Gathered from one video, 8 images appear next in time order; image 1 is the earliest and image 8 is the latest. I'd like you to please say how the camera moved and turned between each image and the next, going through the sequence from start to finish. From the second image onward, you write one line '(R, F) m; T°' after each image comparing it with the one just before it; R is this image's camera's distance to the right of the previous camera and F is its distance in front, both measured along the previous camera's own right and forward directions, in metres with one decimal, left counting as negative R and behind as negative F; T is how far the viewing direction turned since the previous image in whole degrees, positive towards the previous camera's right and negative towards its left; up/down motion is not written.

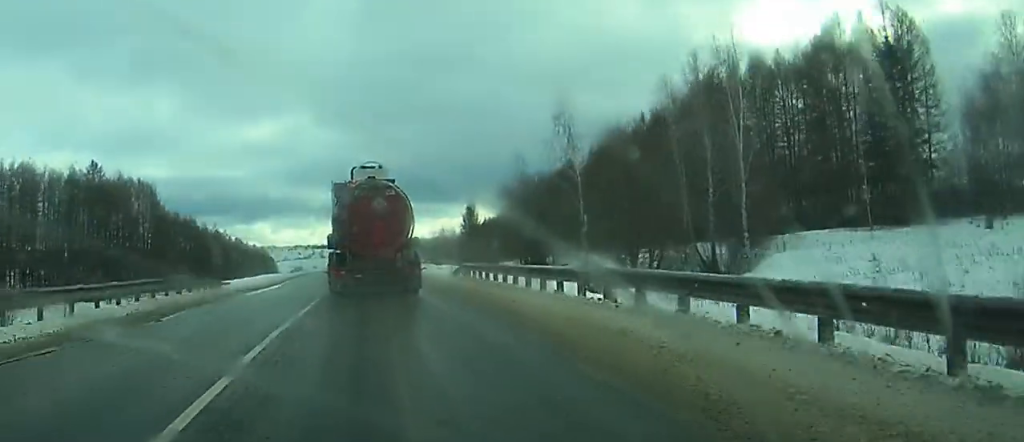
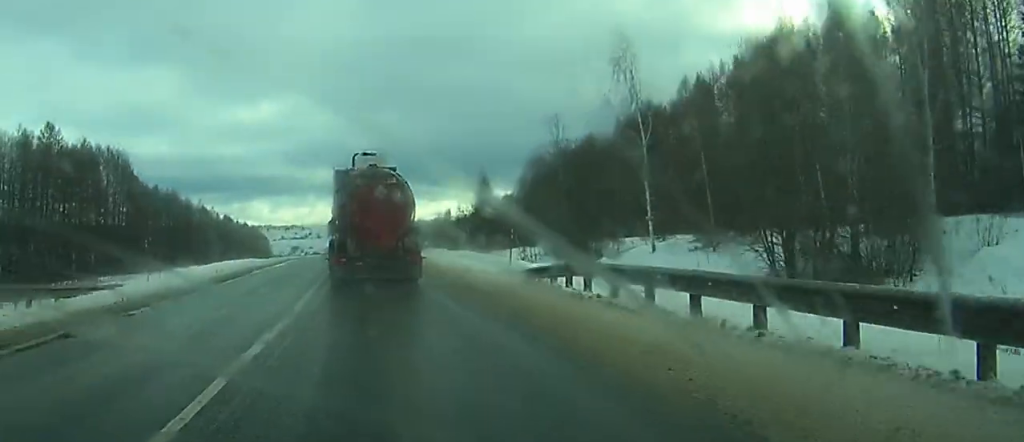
(0.0, +20.5) m; 0°
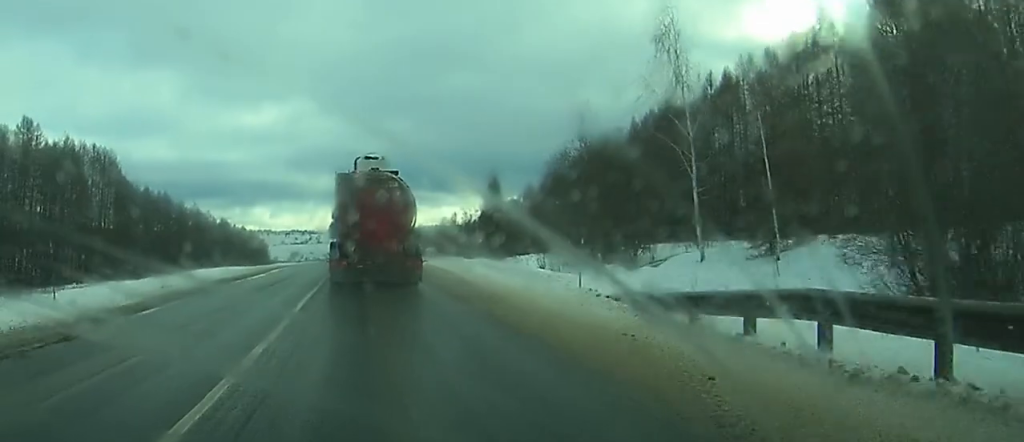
(0.0, +9.5) m; 0°
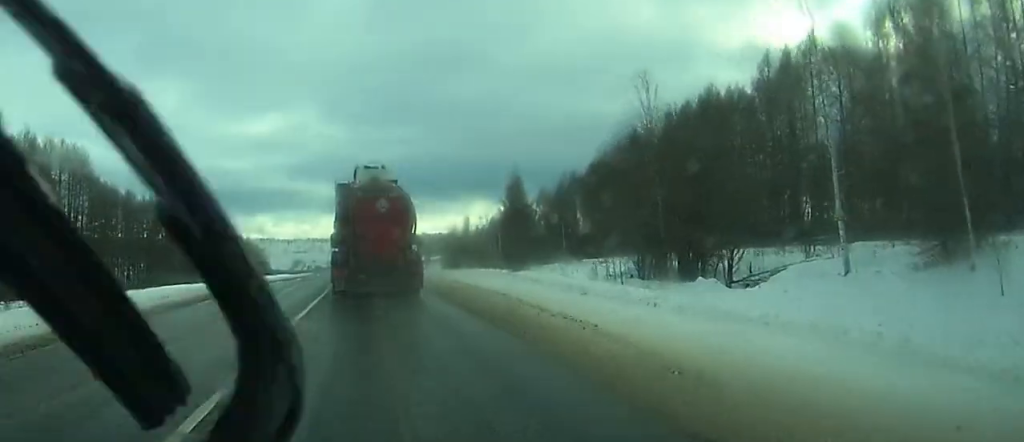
(0.0, +17.6) m; 0°
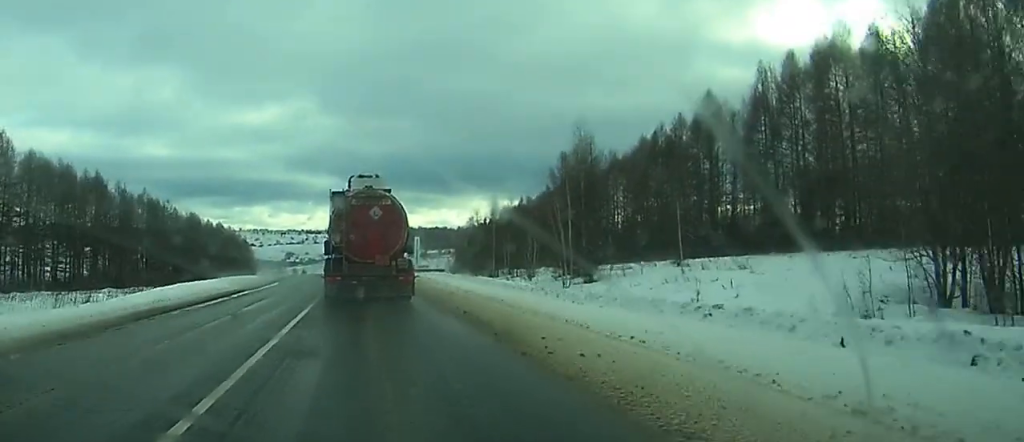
(0.0, +37.3) m; 0°
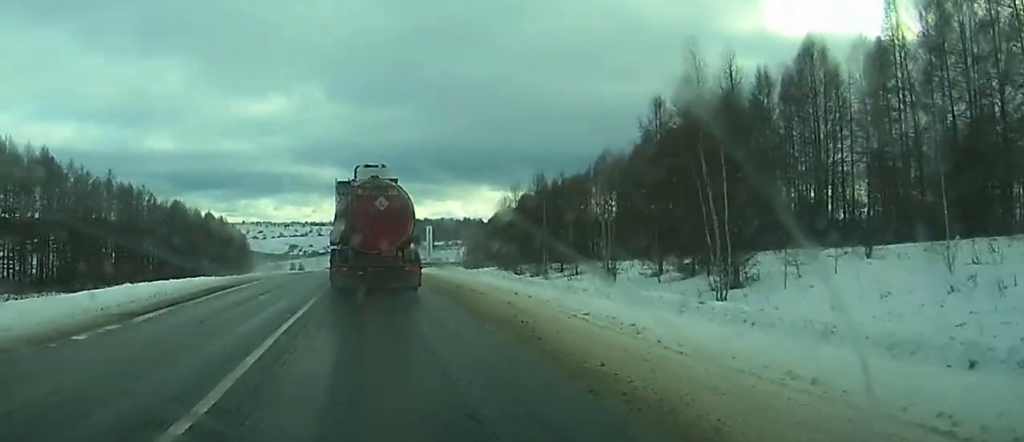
(+0.1, +28.2) m; 0°
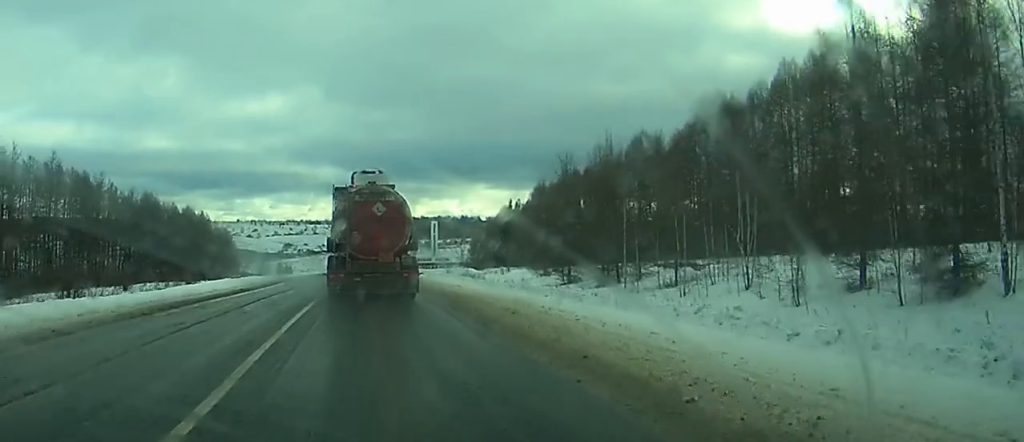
(+0.1, +26.1) m; 0°
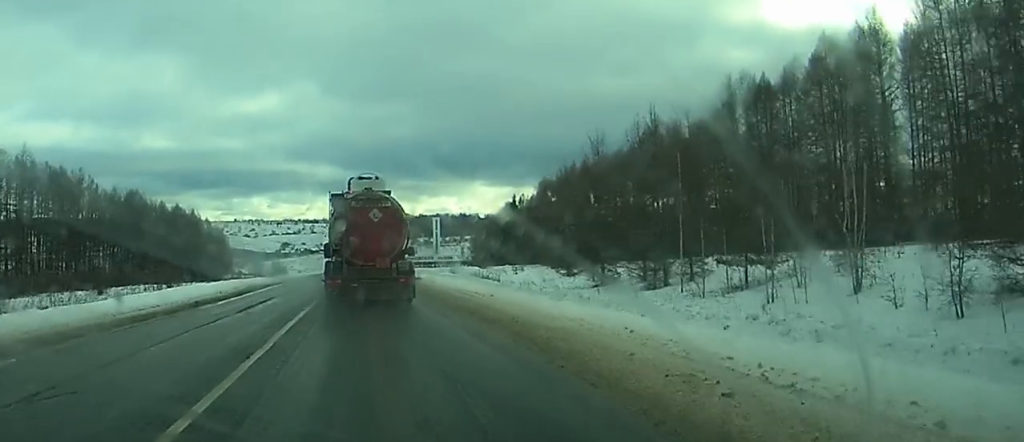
(0.0, +10.1) m; +3°
